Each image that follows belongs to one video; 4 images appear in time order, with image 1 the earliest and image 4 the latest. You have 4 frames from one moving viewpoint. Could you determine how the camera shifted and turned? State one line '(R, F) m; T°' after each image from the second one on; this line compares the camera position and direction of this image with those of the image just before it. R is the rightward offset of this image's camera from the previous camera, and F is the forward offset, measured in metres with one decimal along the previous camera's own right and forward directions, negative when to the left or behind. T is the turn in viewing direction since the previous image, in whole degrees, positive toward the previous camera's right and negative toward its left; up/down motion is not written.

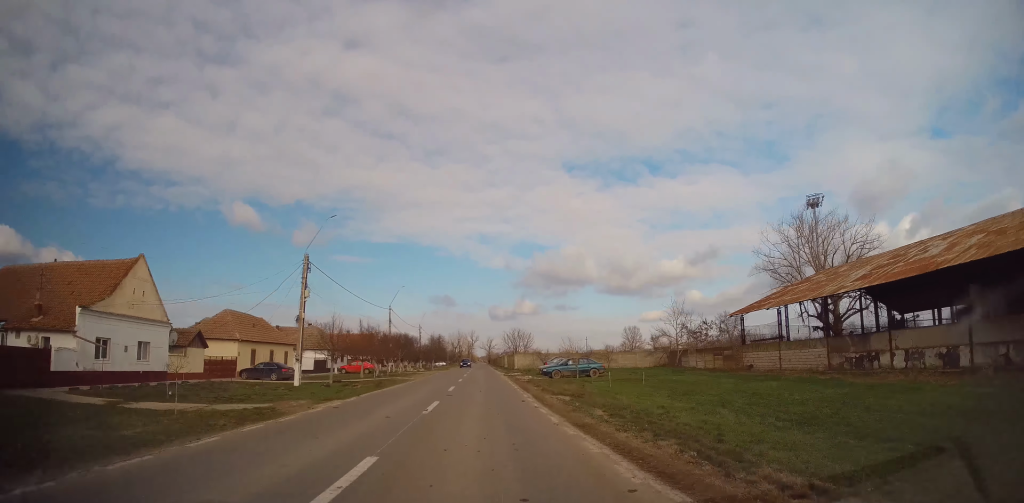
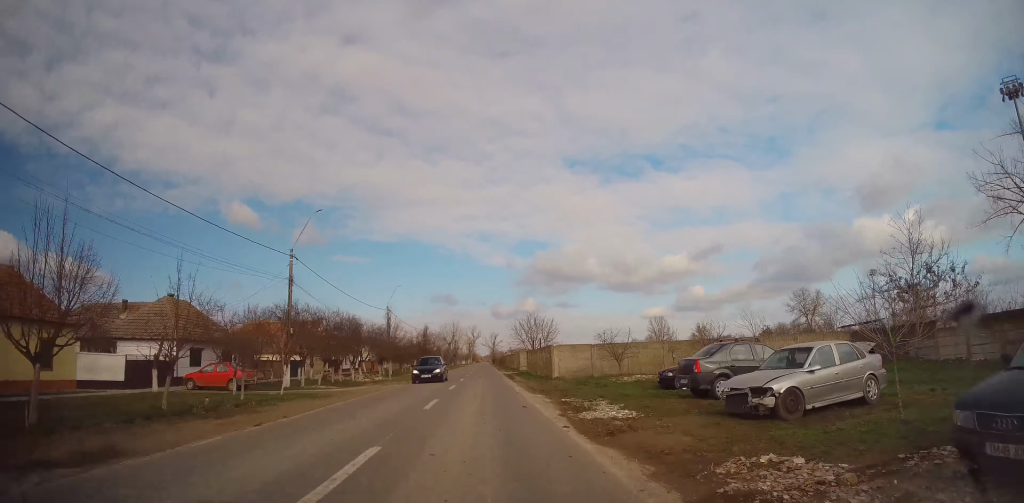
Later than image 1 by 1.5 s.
(+0.1, +34.1) m; -1°
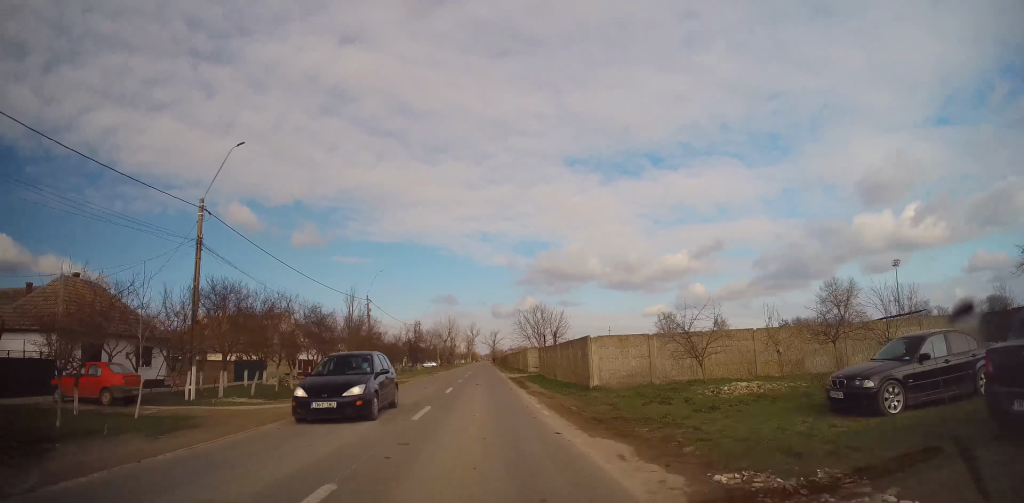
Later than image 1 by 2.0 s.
(0.0, +10.6) m; -1°
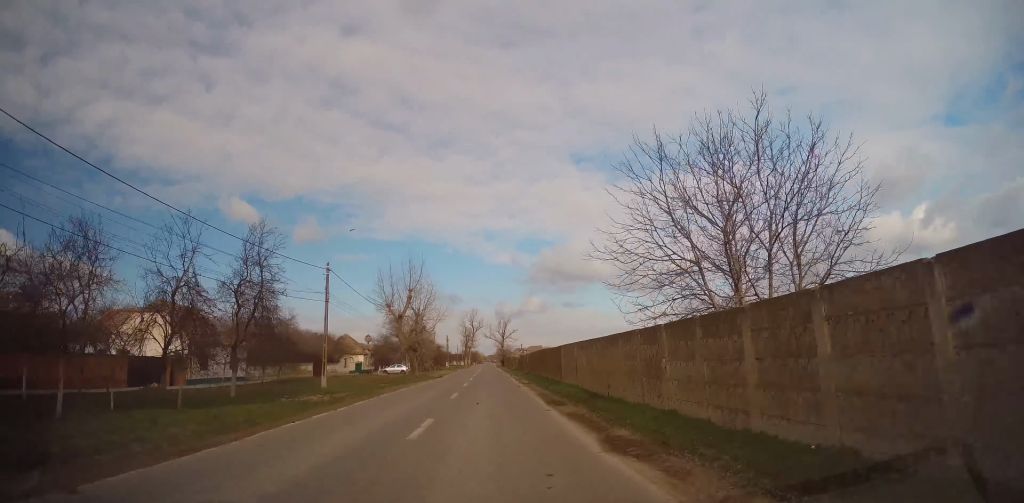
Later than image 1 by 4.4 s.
(+0.8, +54.2) m; +1°
